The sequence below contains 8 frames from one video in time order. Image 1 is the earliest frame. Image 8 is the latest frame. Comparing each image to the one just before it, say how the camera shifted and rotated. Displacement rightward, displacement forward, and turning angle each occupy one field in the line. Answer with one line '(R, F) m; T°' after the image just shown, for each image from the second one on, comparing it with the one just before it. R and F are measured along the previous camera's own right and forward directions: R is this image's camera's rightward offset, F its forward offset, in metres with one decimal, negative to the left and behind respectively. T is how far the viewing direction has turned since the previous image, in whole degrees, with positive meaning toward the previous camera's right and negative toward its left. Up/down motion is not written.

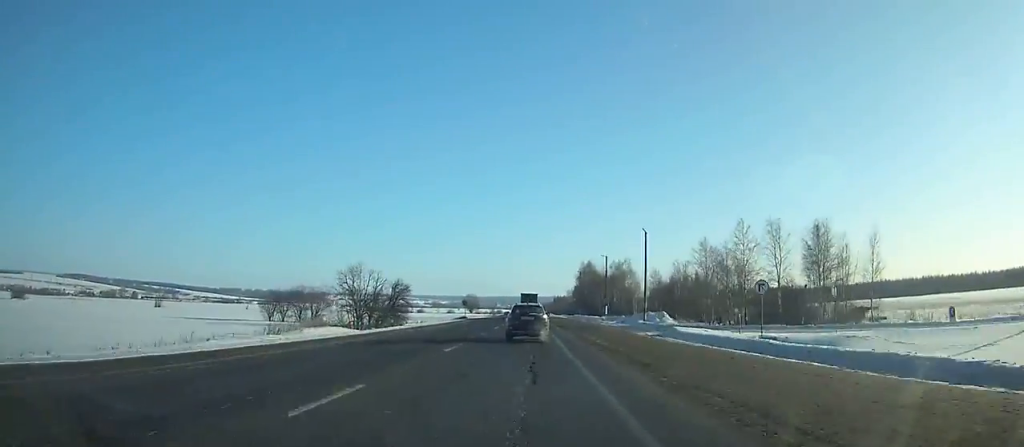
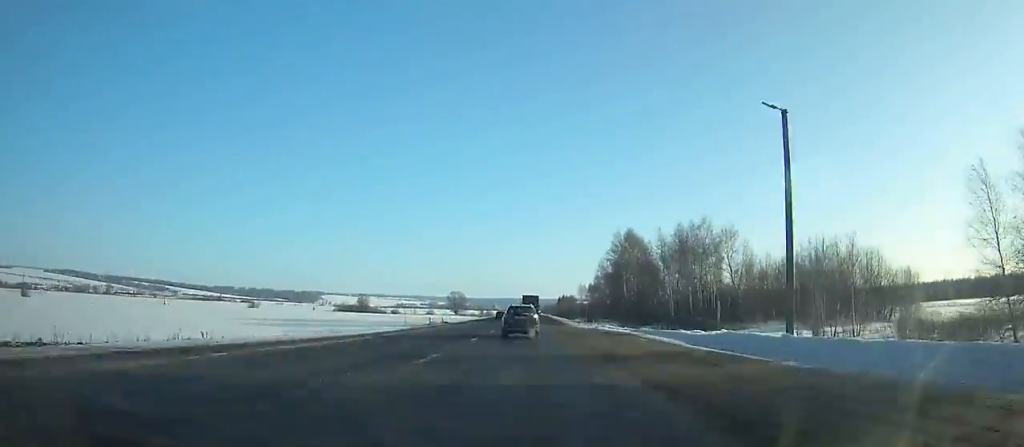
(-0.1, +89.0) m; 0°
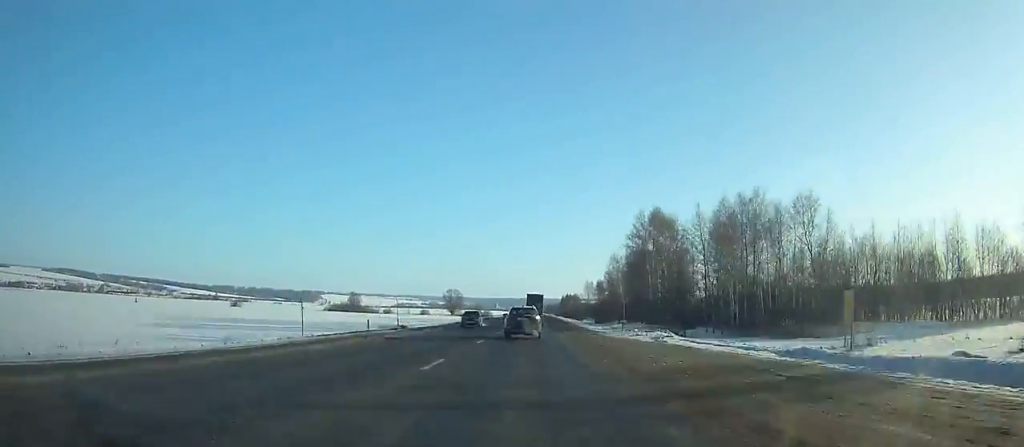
(-0.1, +25.0) m; 0°
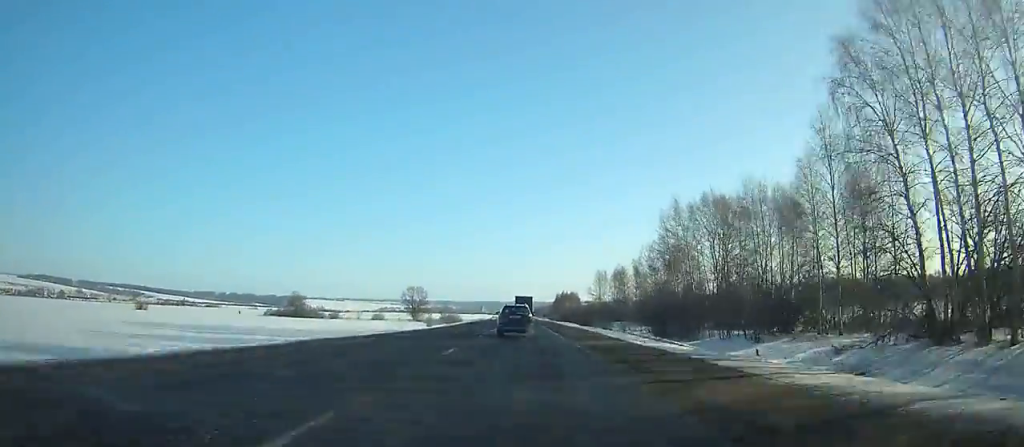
(+0.2, +80.0) m; 0°
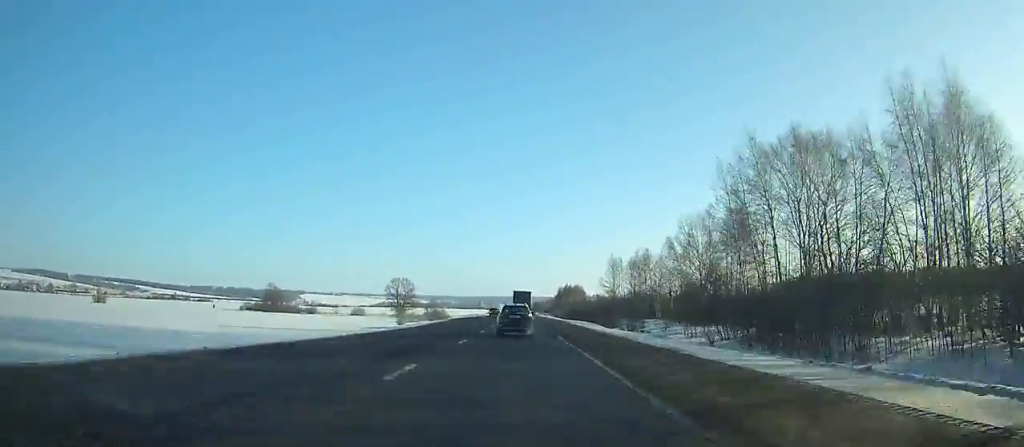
(+0.1, +29.8) m; 0°
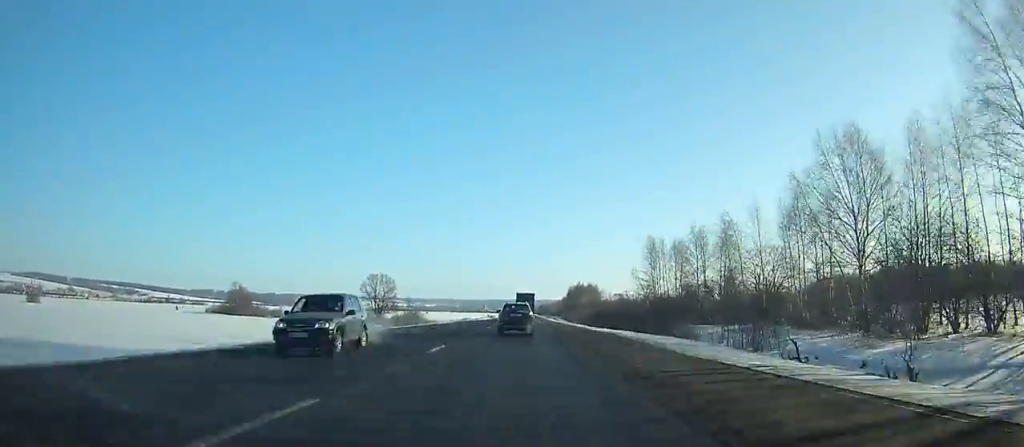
(+0.1, +41.8) m; 0°
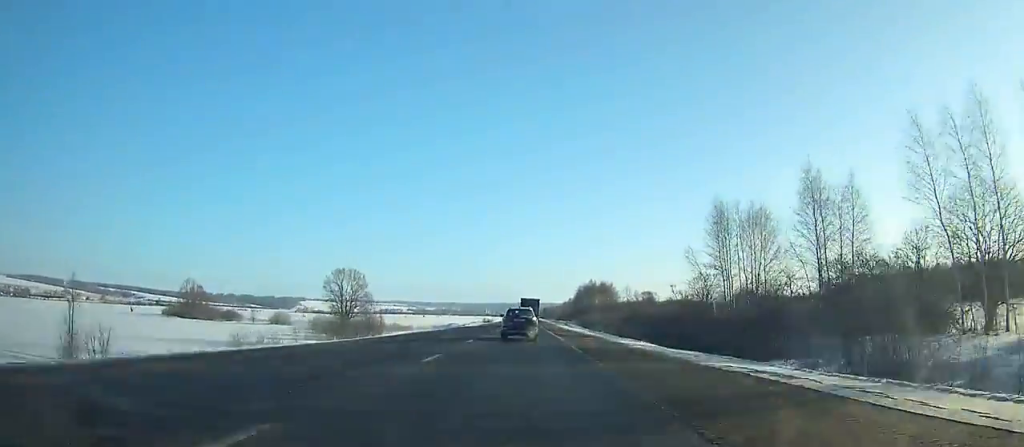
(-0.2, +38.0) m; 0°
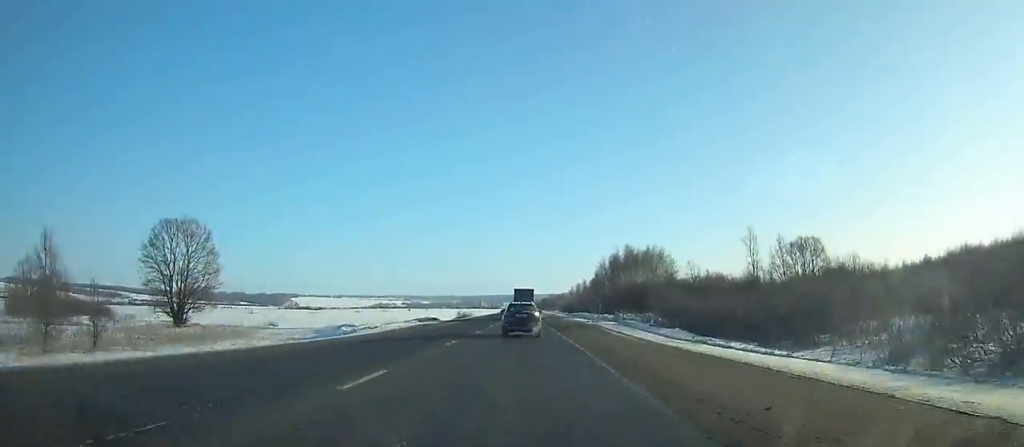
(+0.1, +77.7) m; 0°
